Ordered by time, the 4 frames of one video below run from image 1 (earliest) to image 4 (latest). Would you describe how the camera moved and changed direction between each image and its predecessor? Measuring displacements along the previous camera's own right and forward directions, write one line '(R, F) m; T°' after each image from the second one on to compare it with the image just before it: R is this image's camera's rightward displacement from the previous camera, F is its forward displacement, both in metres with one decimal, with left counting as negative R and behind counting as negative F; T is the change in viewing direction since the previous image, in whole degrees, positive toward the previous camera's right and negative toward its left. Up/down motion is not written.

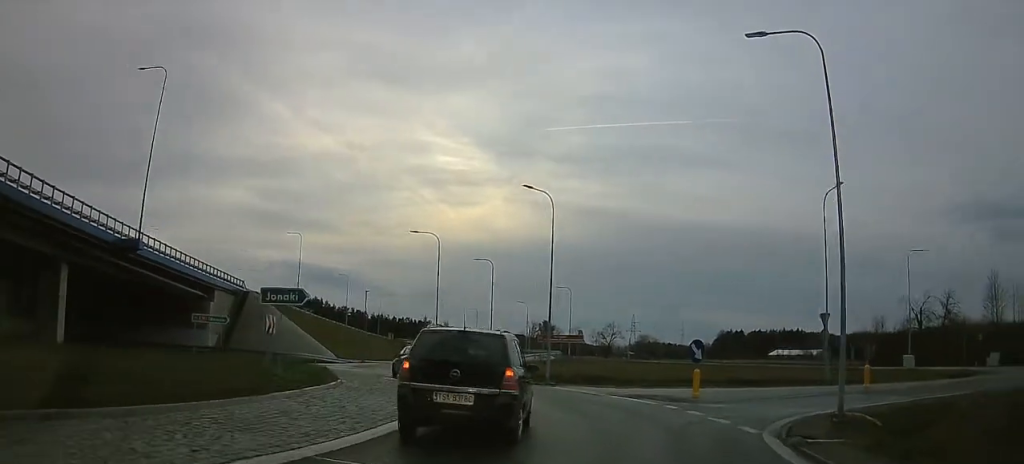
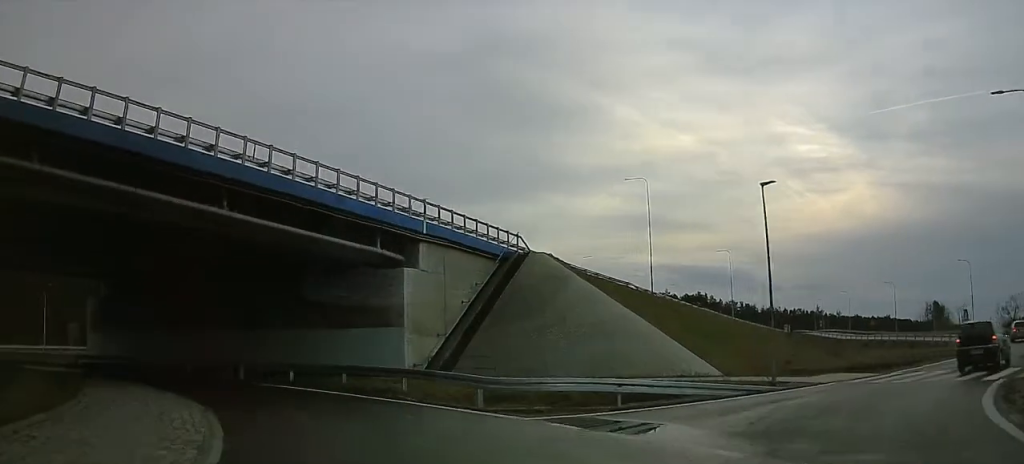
(-6.9, +36.0) m; -44°
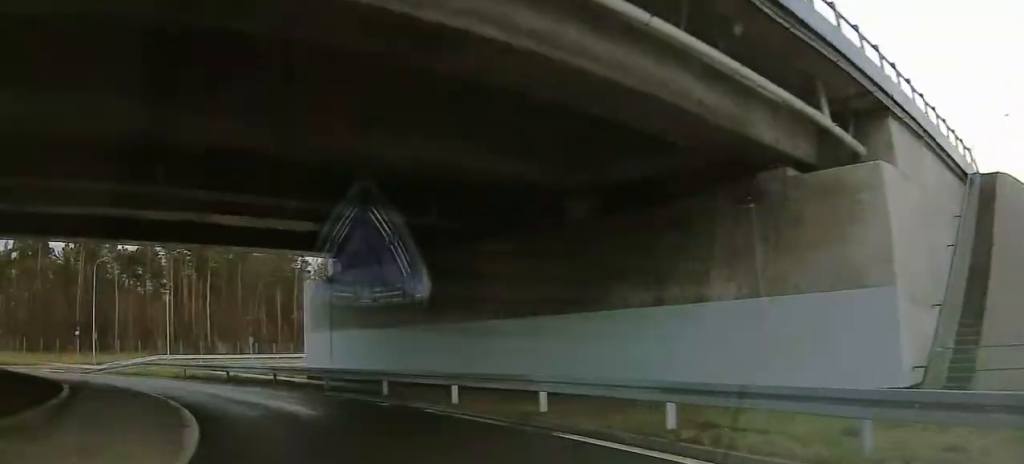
(-3.6, +16.9) m; -20°
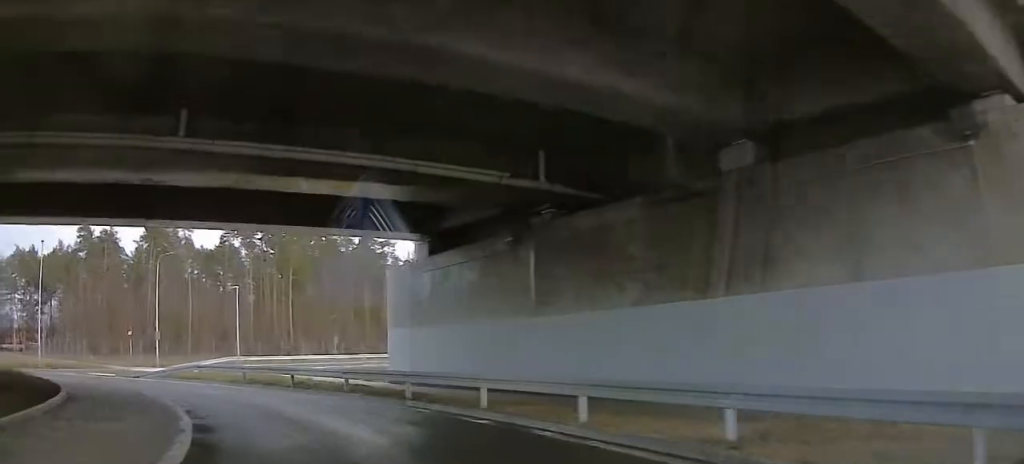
(-0.2, +5.0) m; -4°
